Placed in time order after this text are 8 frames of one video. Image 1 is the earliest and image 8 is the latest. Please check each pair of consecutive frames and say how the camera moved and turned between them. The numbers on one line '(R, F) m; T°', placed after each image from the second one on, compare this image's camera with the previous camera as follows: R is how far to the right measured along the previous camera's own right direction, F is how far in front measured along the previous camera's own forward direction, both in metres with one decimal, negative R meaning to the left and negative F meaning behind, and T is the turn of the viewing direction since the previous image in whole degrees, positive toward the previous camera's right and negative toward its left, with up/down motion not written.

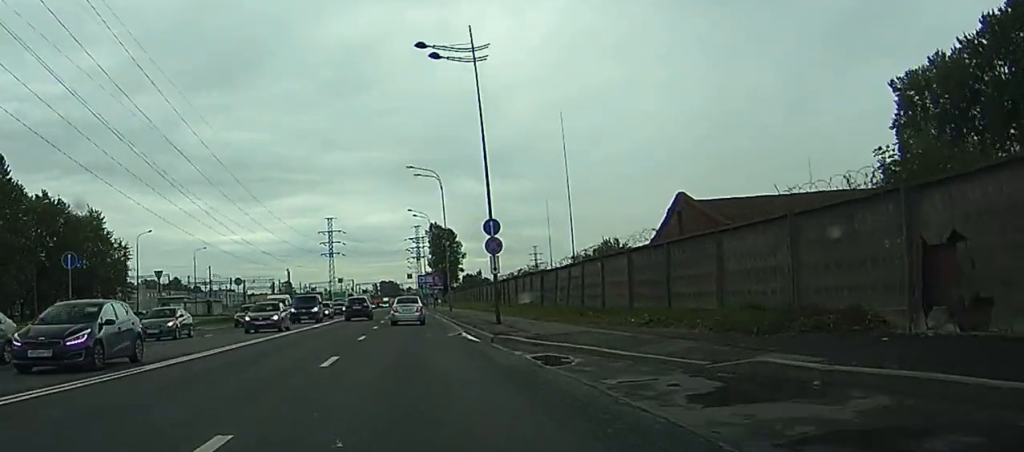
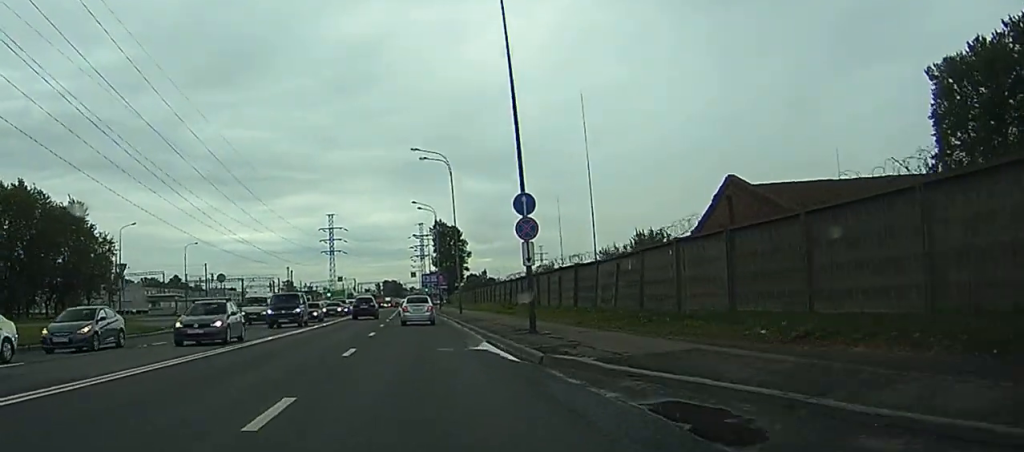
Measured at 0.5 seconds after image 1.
(0.0, +8.6) m; 0°
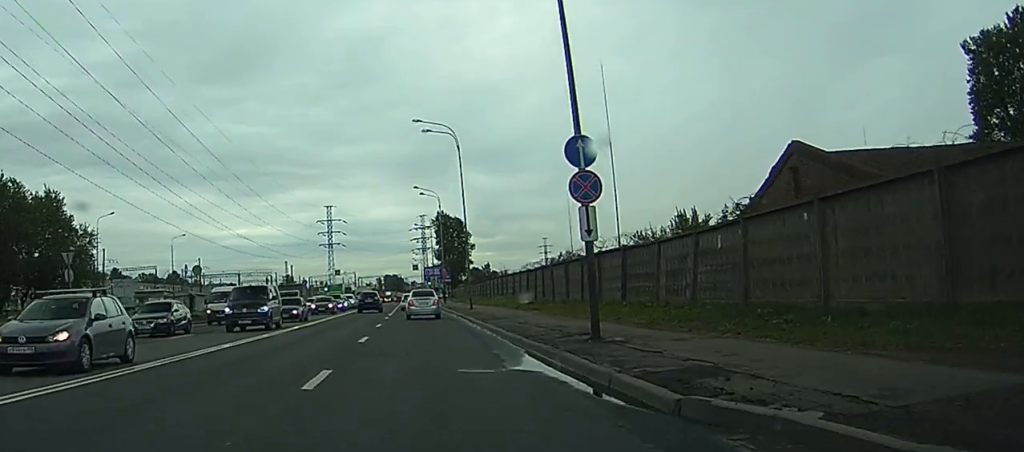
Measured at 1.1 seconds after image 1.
(0.0, +8.7) m; 0°
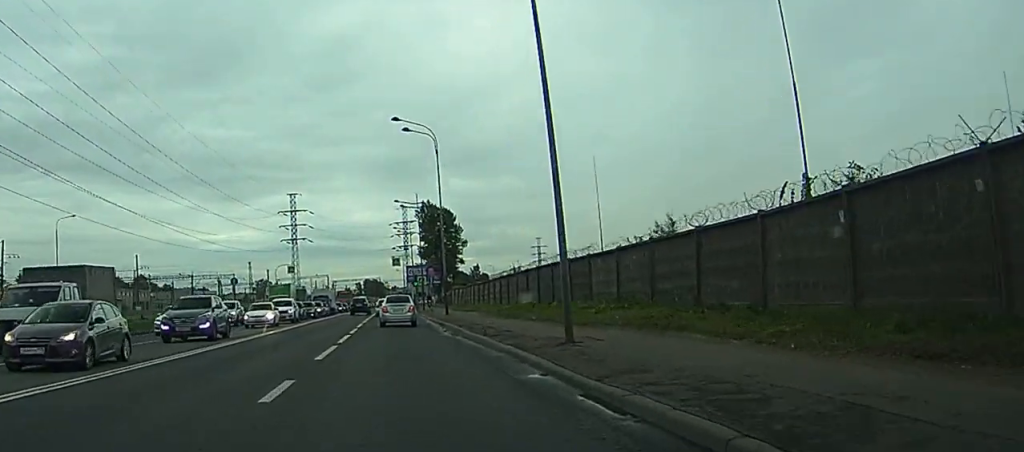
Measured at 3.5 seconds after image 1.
(+0.9, +39.2) m; +1°
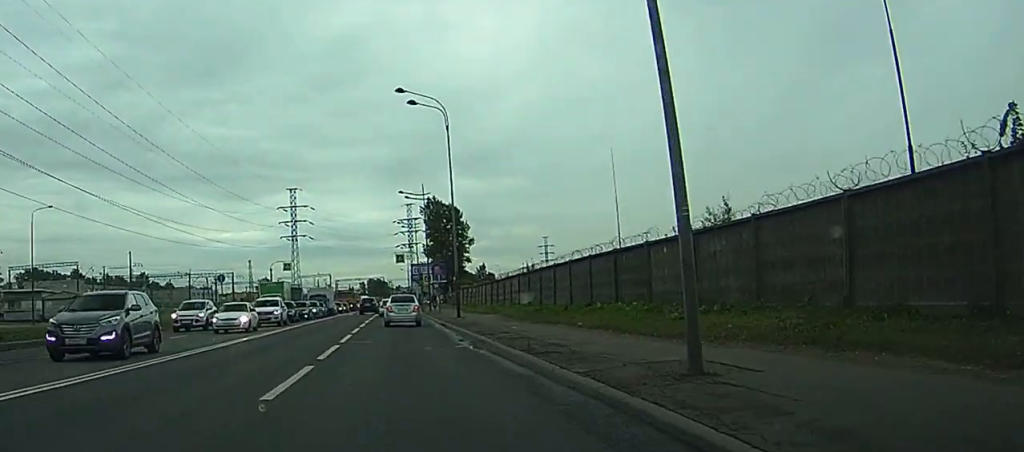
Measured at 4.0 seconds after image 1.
(-0.2, +7.8) m; 0°
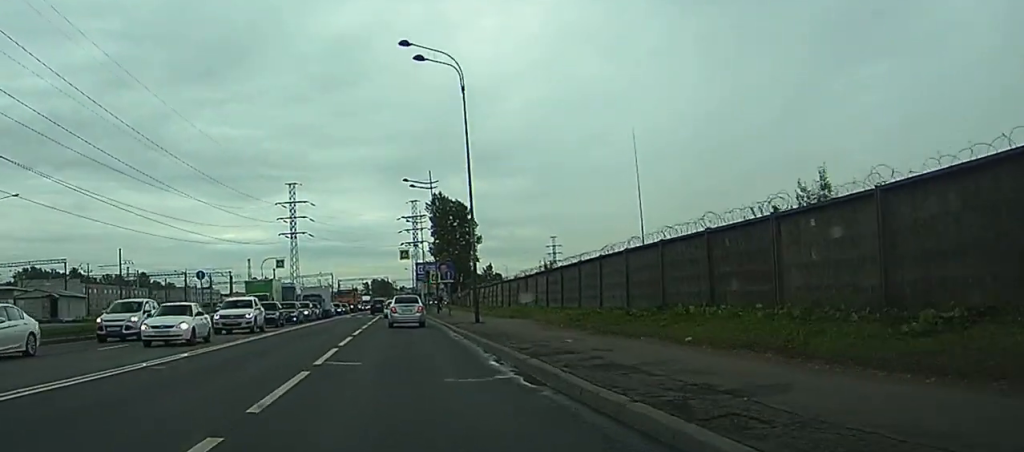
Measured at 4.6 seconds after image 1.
(-0.1, +9.3) m; 0°
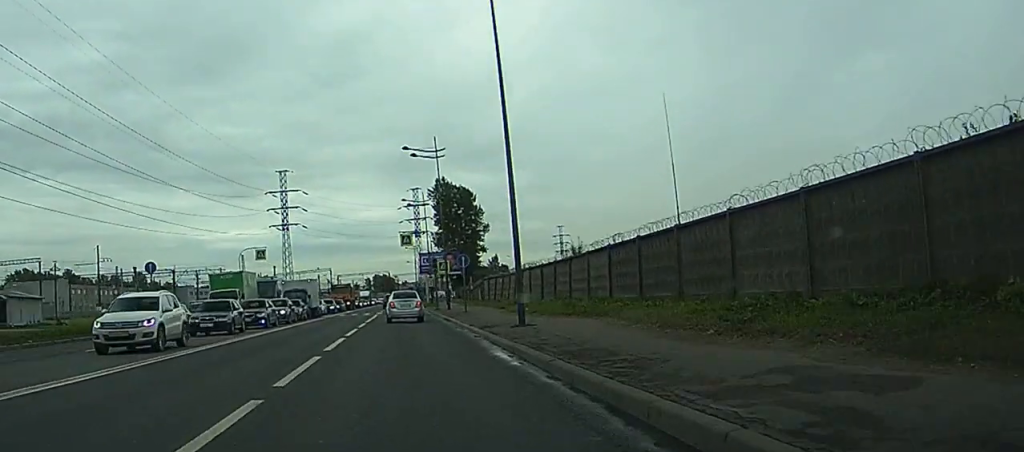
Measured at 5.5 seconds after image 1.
(+0.1, +13.6) m; 0°
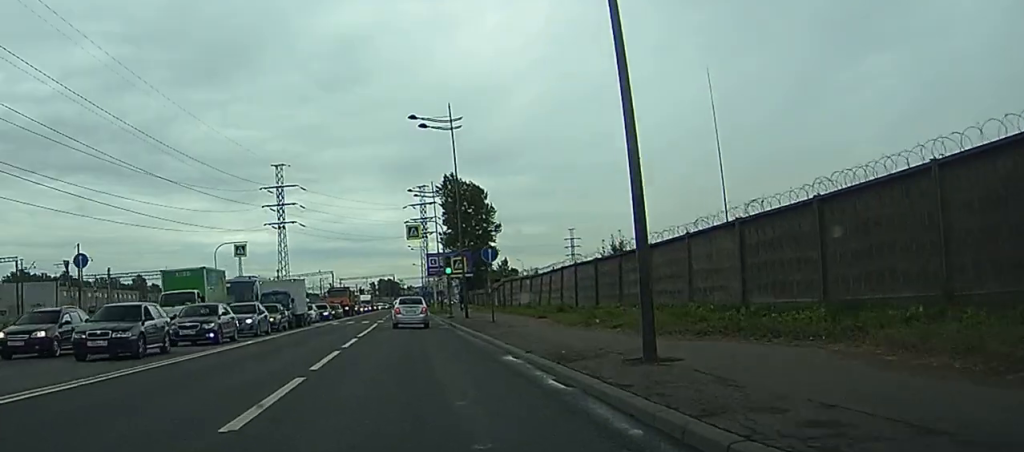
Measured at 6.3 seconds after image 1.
(-0.1, +12.4) m; 0°
